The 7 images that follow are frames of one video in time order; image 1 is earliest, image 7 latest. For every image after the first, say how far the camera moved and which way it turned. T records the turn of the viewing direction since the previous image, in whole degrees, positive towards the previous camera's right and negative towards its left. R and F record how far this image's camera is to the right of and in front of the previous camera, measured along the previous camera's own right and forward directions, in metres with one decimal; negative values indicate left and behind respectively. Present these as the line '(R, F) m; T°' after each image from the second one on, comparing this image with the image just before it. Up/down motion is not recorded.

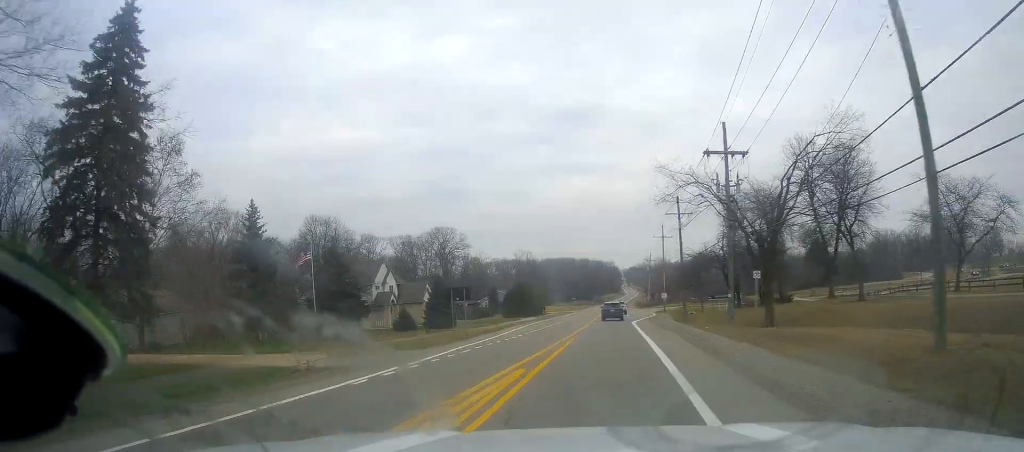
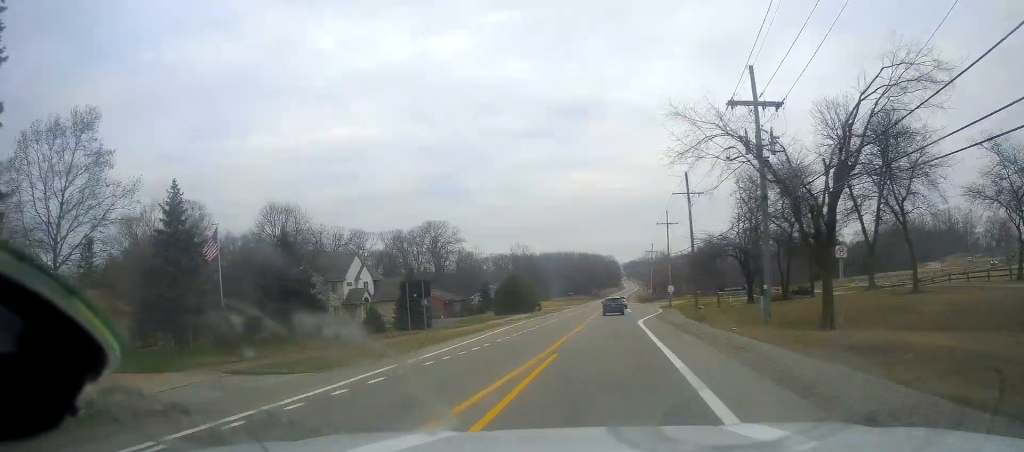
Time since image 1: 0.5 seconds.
(0.0, +8.9) m; +1°
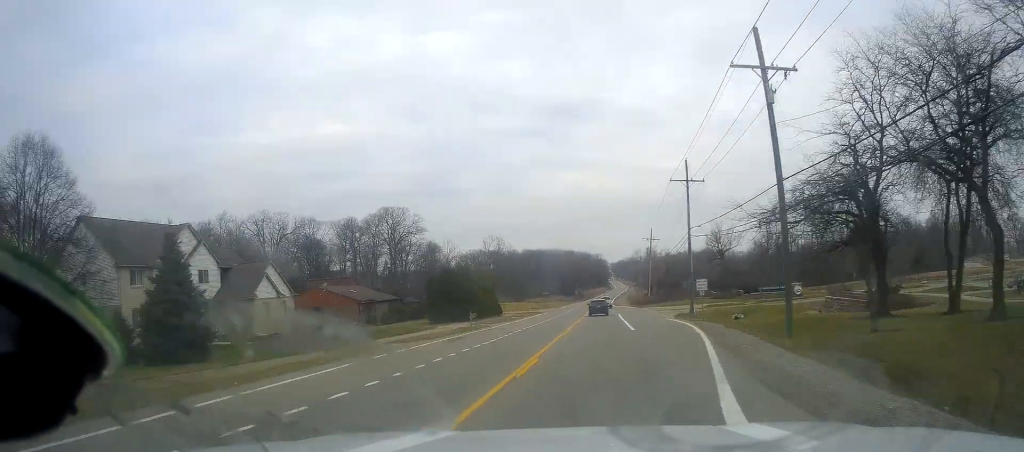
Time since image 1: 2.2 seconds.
(-0.4, +31.8) m; -3°
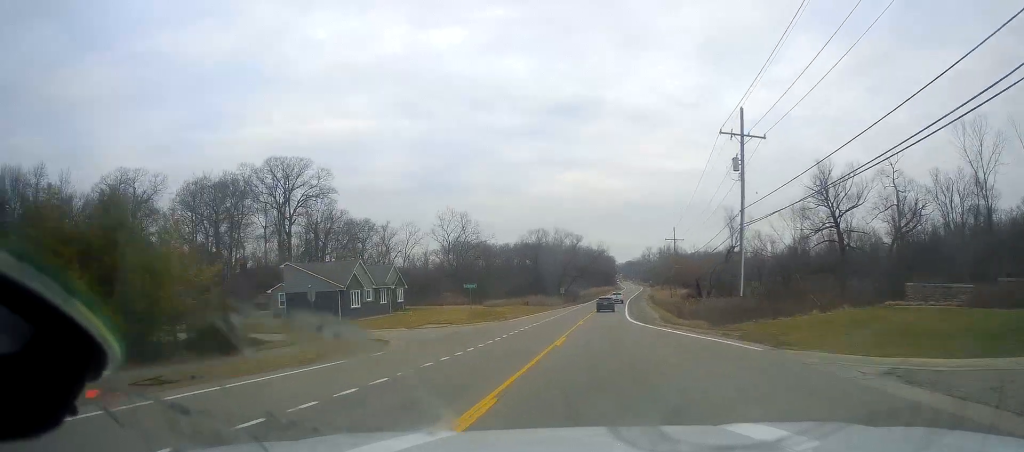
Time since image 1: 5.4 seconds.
(+1.9, +68.2) m; +2°
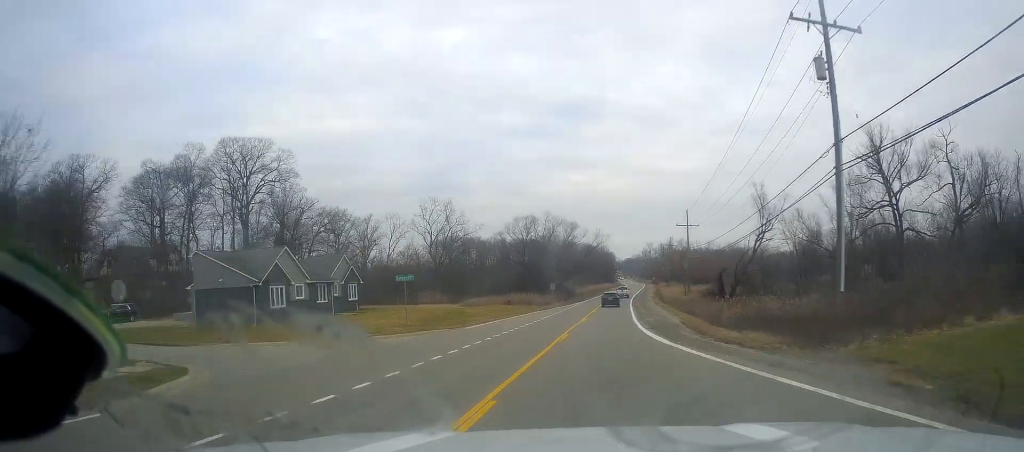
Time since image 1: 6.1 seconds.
(-0.4, +15.9) m; -1°
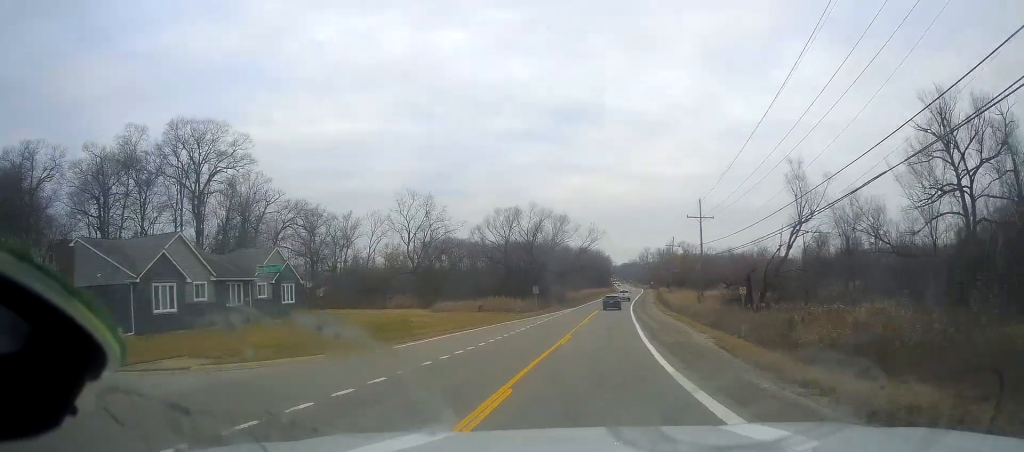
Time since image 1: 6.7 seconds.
(-0.2, +13.8) m; -1°
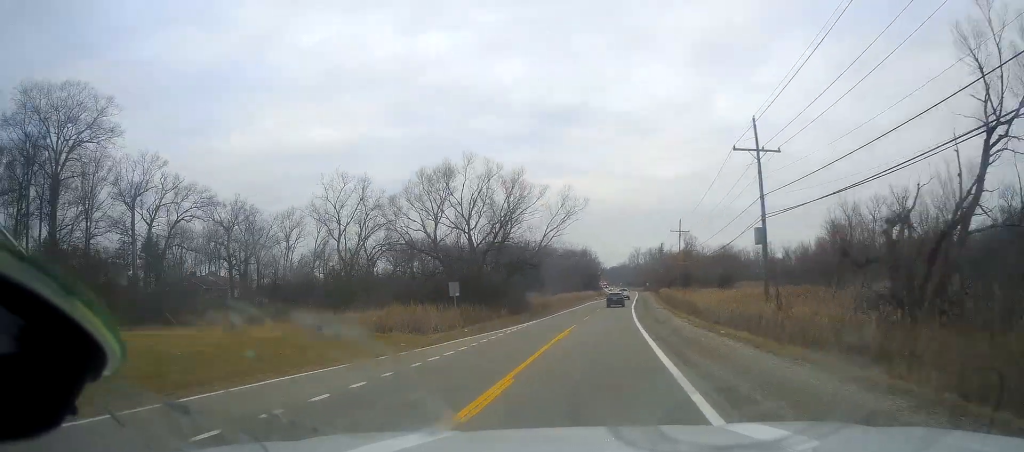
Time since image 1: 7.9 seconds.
(+0.3, +30.1) m; +2°
